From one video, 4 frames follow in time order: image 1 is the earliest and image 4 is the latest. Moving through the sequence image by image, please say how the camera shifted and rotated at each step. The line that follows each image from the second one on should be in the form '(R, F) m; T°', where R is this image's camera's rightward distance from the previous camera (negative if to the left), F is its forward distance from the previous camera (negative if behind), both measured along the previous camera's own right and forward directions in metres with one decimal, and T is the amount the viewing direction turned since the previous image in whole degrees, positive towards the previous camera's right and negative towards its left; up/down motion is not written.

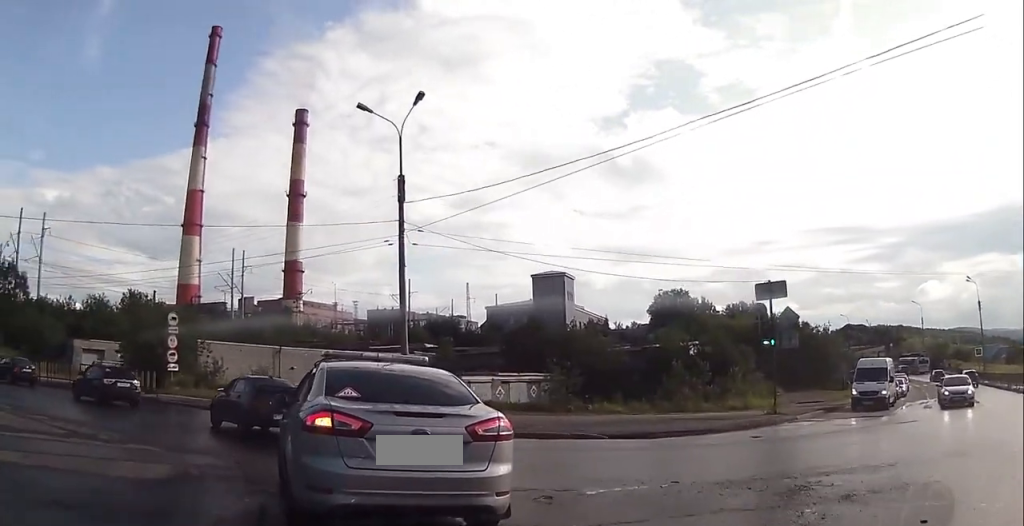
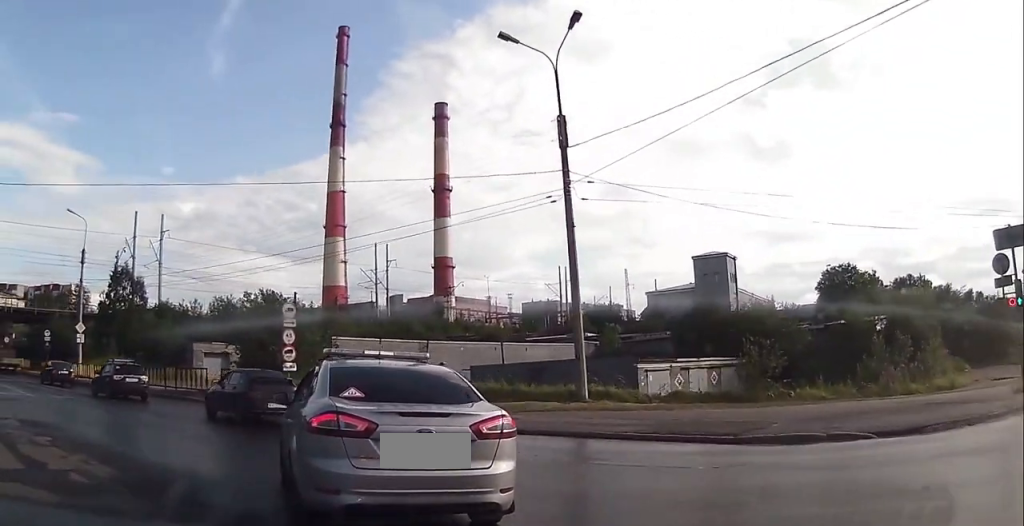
(-1.0, +7.1) m; -14°
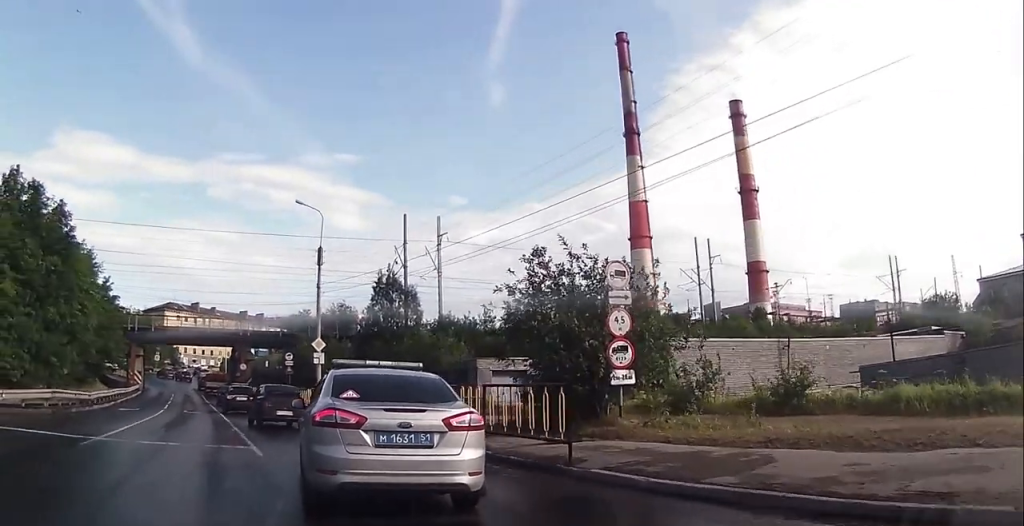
(-2.4, +13.8) m; -23°
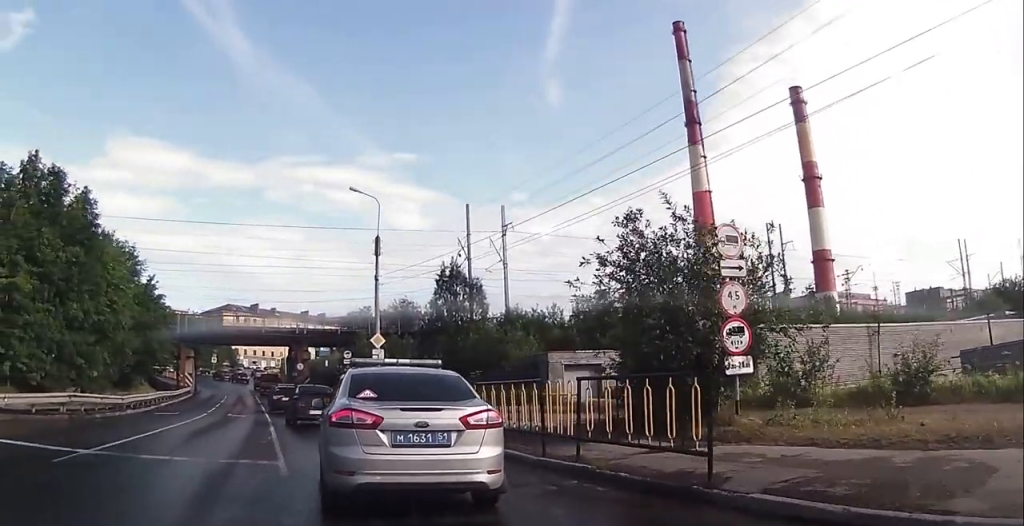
(-0.2, +2.6) m; -9°
